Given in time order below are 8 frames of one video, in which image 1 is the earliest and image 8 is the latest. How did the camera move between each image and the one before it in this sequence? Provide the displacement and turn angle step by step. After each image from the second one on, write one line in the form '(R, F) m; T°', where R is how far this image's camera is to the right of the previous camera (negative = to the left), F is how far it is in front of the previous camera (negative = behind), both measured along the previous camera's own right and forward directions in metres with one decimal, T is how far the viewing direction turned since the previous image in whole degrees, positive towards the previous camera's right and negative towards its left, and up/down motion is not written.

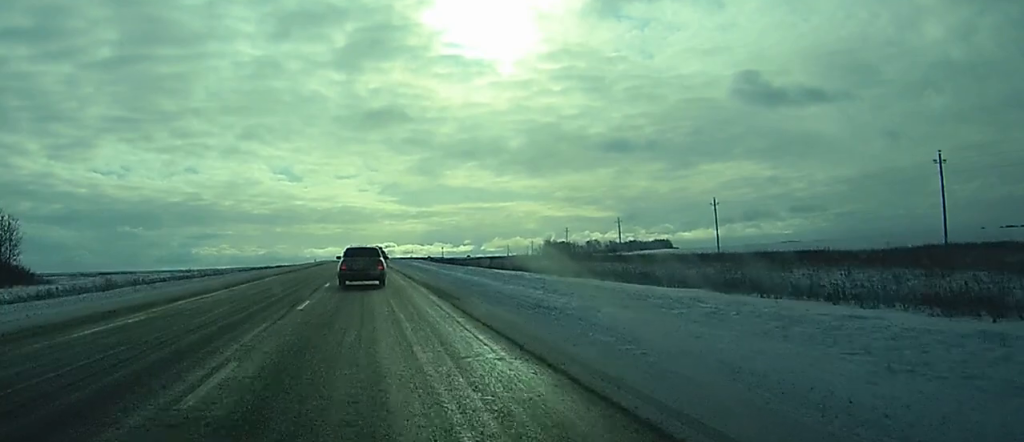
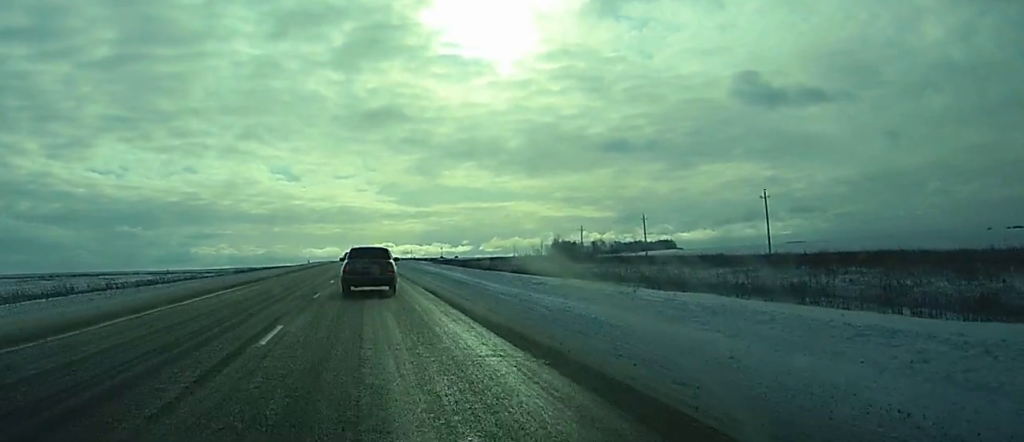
(+0.1, +22.0) m; 0°
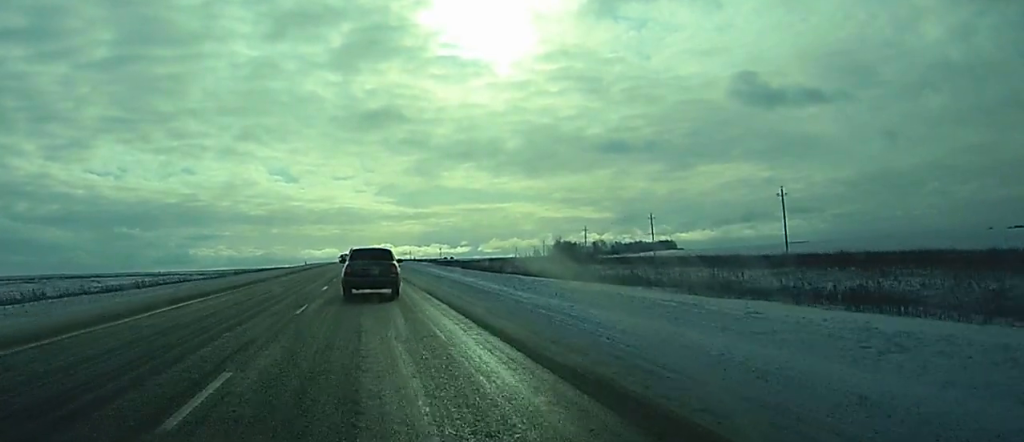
(0.0, +6.6) m; 0°
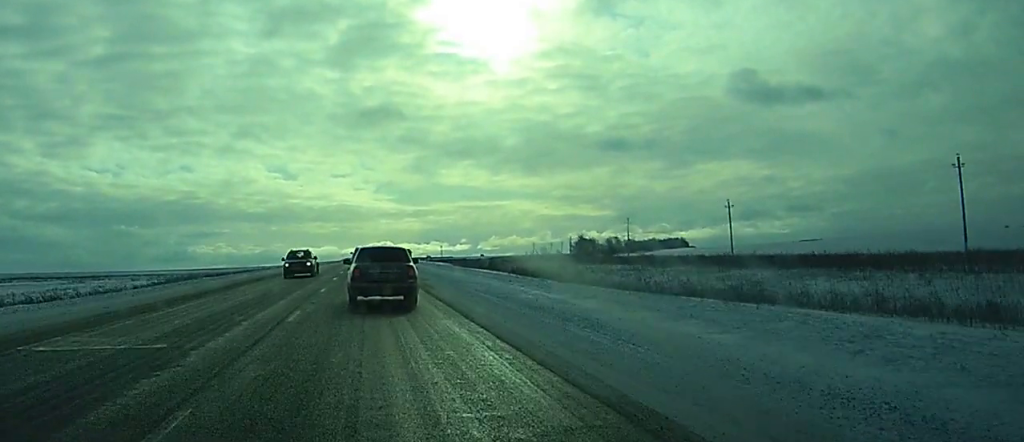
(-0.2, +41.3) m; -1°
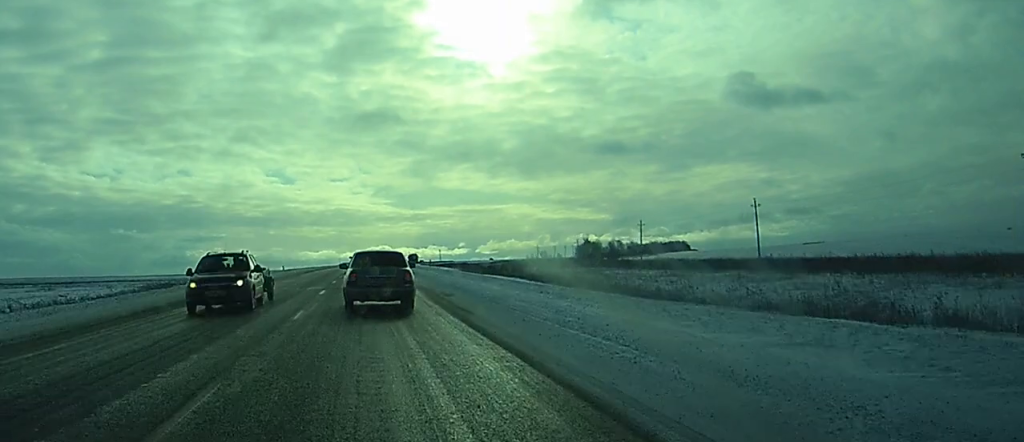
(-0.1, +10.3) m; 0°
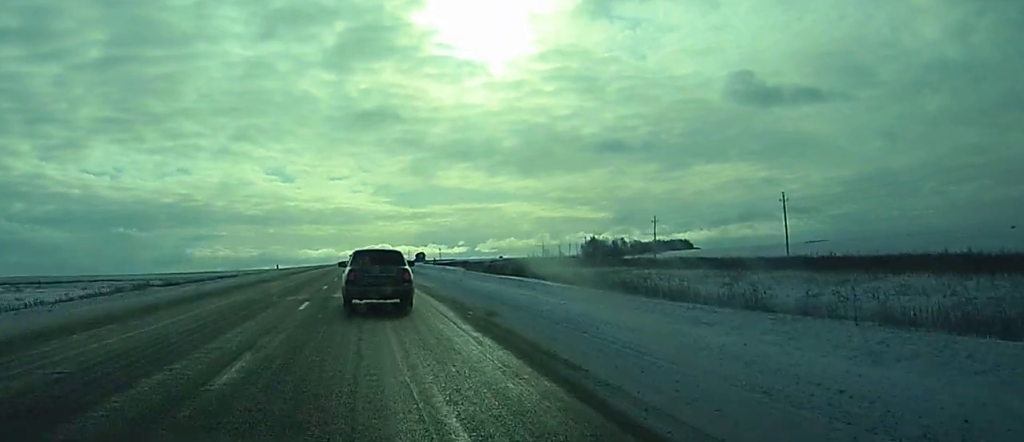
(-0.1, +8.9) m; 0°
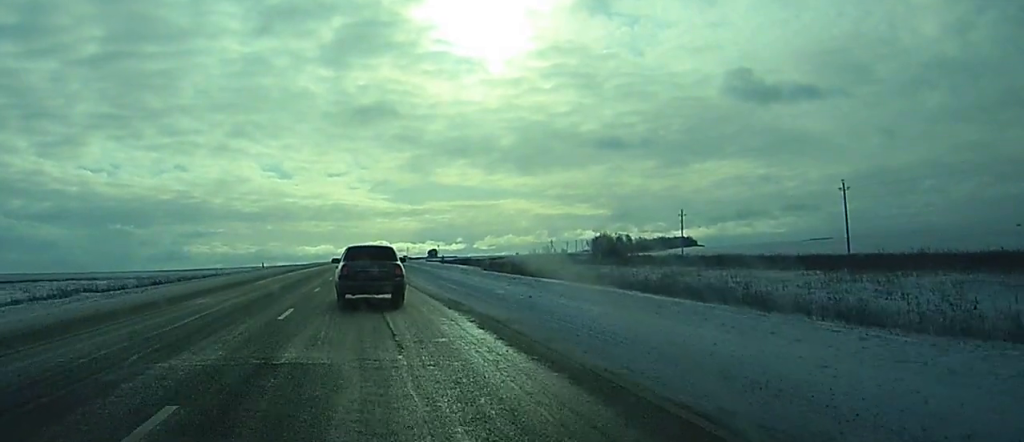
(0.0, +15.5) m; 0°
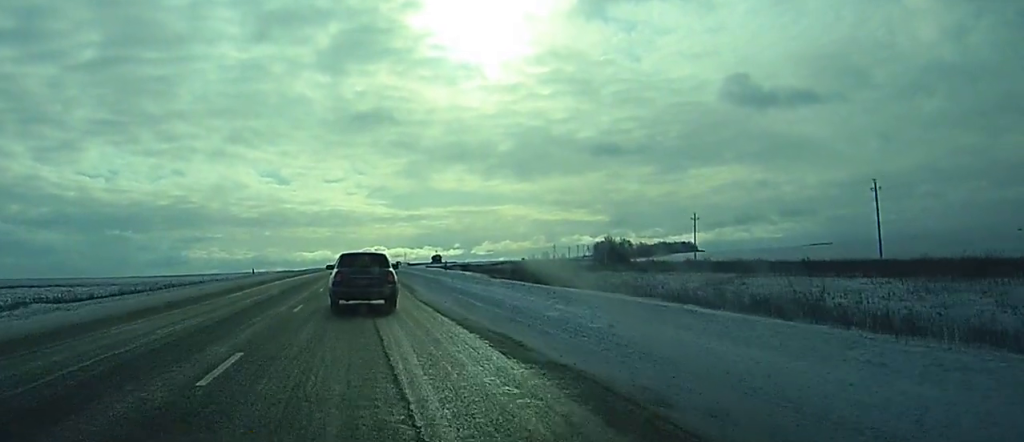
(0.0, +7.1) m; 0°
